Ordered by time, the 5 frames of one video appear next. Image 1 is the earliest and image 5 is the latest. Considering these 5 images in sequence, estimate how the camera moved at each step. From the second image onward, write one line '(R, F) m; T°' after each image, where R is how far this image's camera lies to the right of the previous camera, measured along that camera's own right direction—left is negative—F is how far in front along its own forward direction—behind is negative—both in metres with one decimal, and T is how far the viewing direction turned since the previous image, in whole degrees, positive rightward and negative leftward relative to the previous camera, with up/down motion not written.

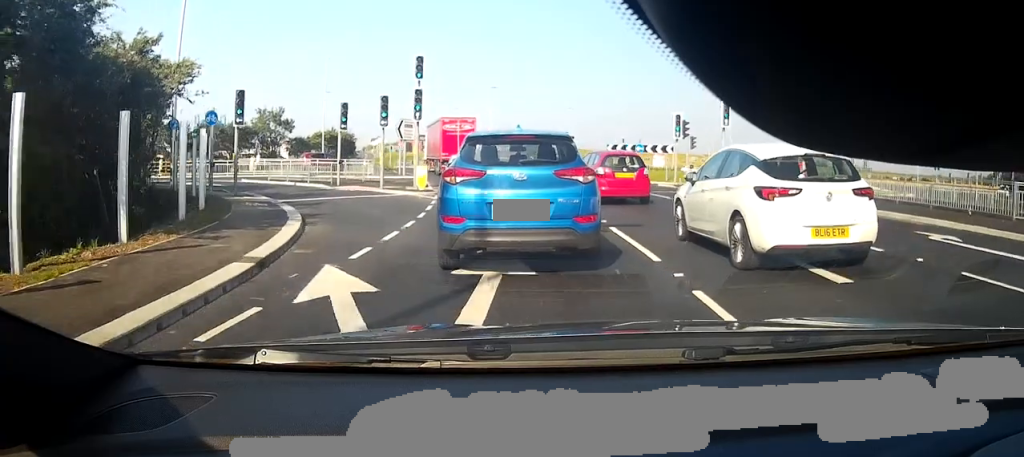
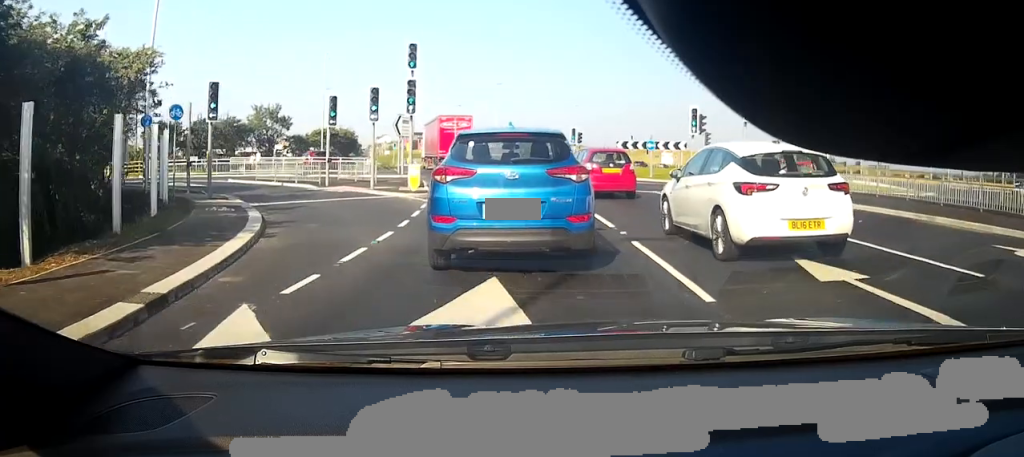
(0.0, +2.3) m; 0°
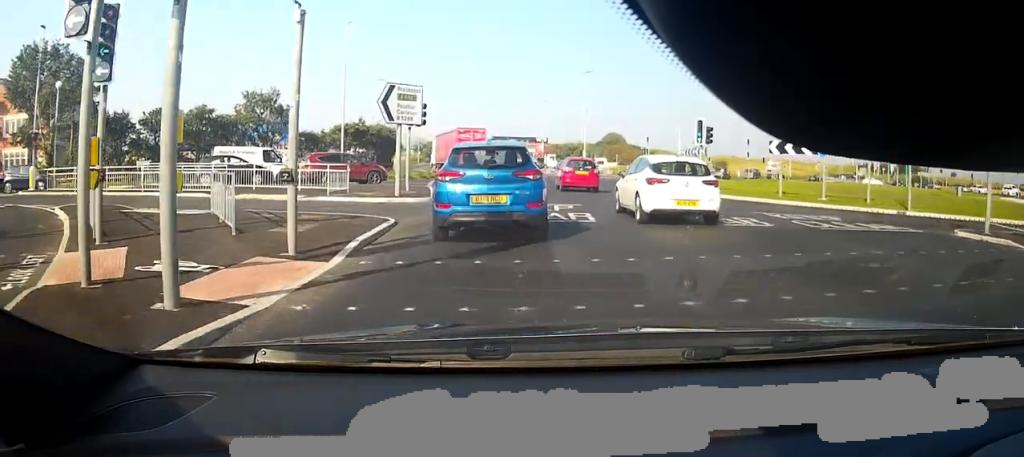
(-1.9, +19.6) m; -10°
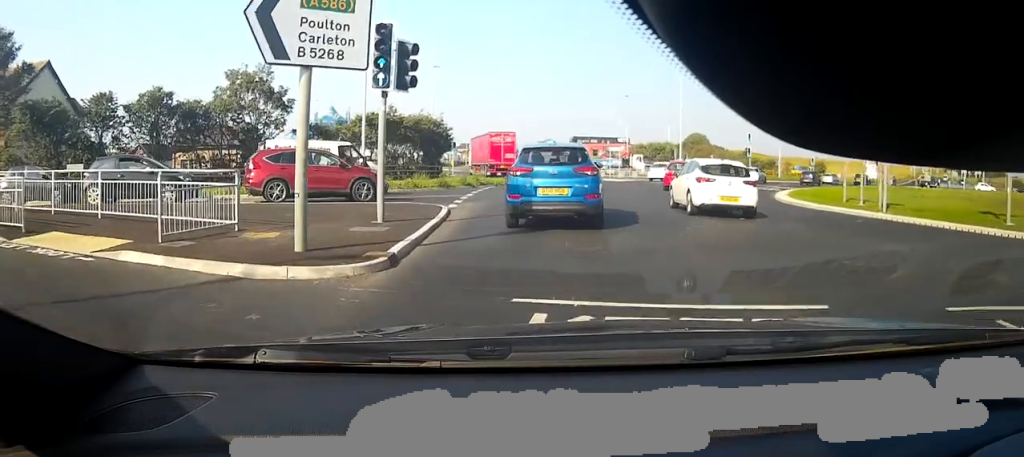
(-0.5, +13.3) m; -3°
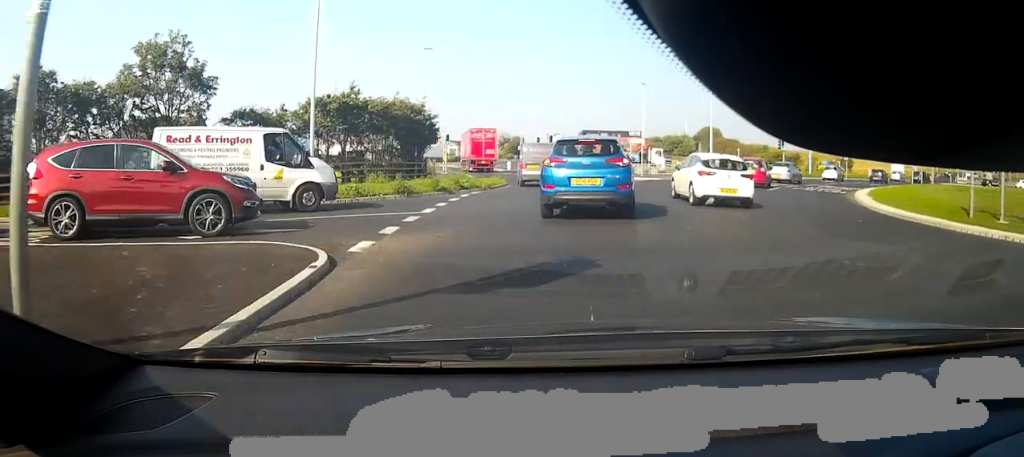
(-0.1, +8.9) m; 0°
